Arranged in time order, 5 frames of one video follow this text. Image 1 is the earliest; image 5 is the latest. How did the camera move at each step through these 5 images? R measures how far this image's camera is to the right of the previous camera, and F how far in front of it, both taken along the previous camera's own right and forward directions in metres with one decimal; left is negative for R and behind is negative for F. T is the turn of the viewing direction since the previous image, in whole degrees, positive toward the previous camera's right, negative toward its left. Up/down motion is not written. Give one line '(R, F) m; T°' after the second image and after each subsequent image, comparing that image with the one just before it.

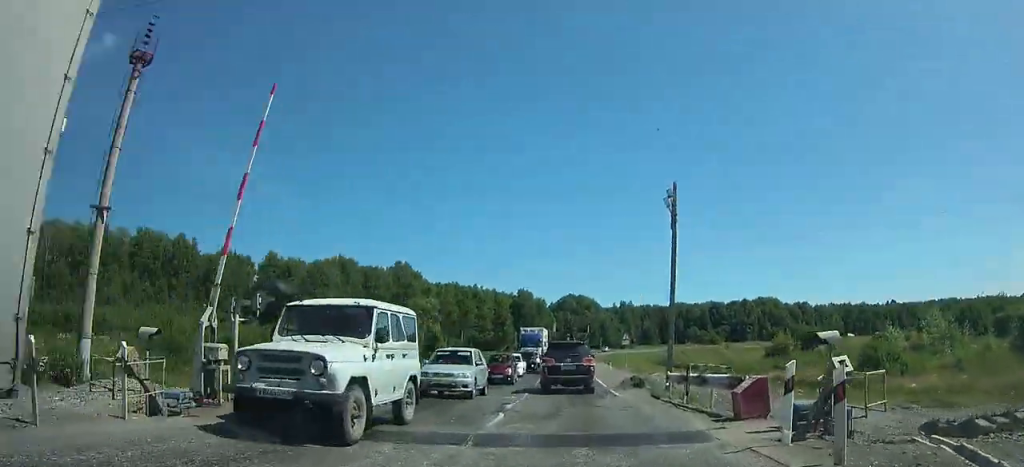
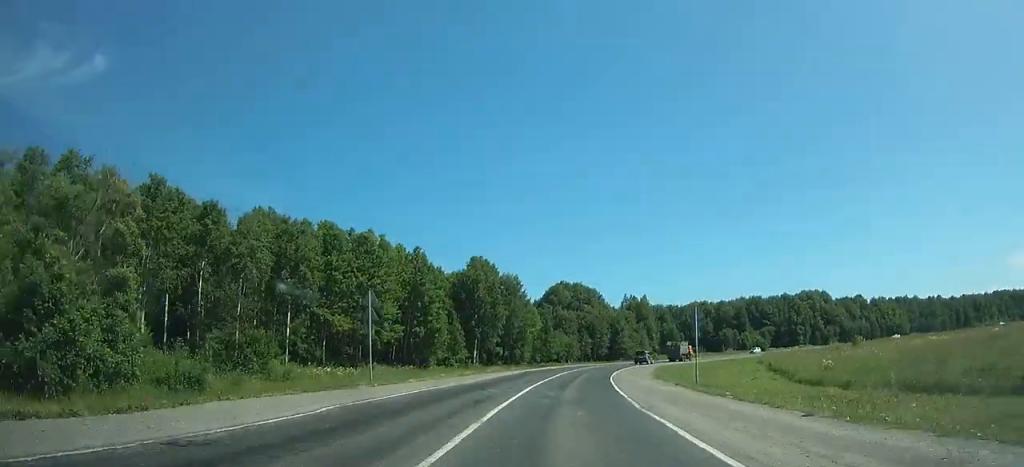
(+4.7, +87.0) m; +4°
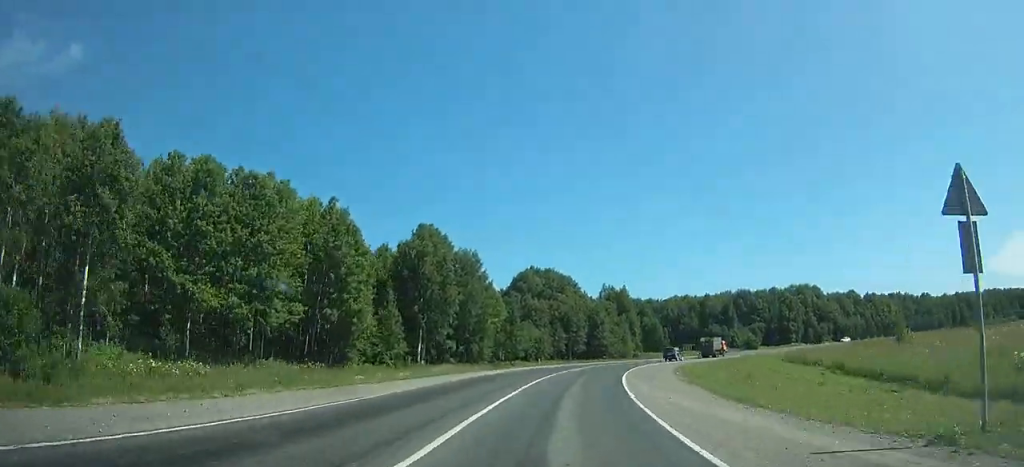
(+0.1, +19.0) m; +3°
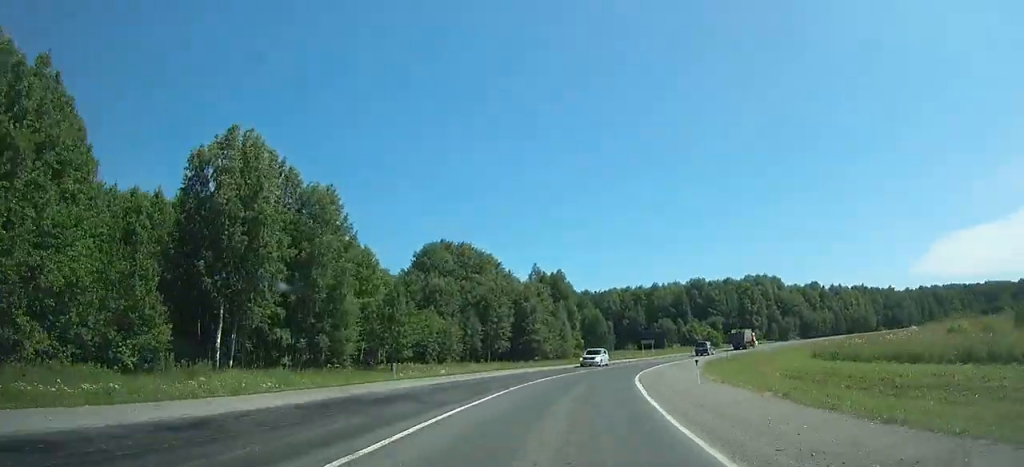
(+0.2, +29.6) m; +7°
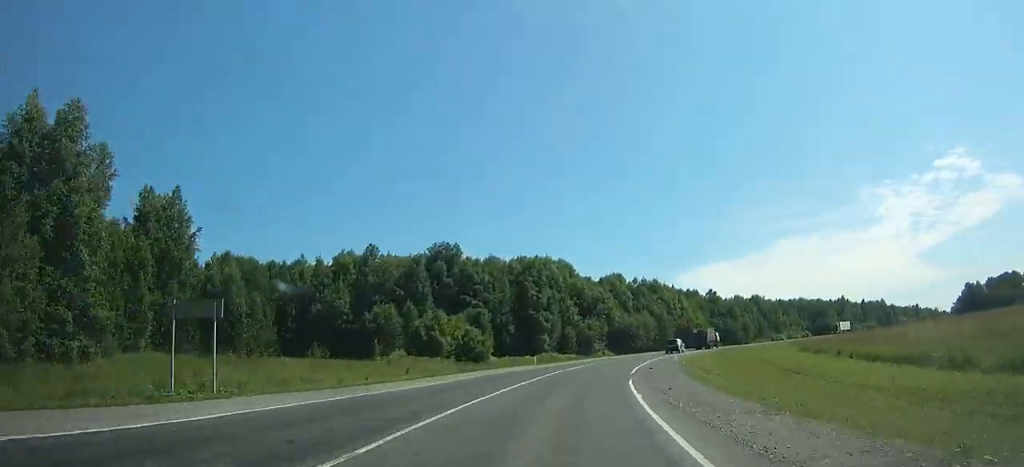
(+15.5, +73.9) m; +24°
